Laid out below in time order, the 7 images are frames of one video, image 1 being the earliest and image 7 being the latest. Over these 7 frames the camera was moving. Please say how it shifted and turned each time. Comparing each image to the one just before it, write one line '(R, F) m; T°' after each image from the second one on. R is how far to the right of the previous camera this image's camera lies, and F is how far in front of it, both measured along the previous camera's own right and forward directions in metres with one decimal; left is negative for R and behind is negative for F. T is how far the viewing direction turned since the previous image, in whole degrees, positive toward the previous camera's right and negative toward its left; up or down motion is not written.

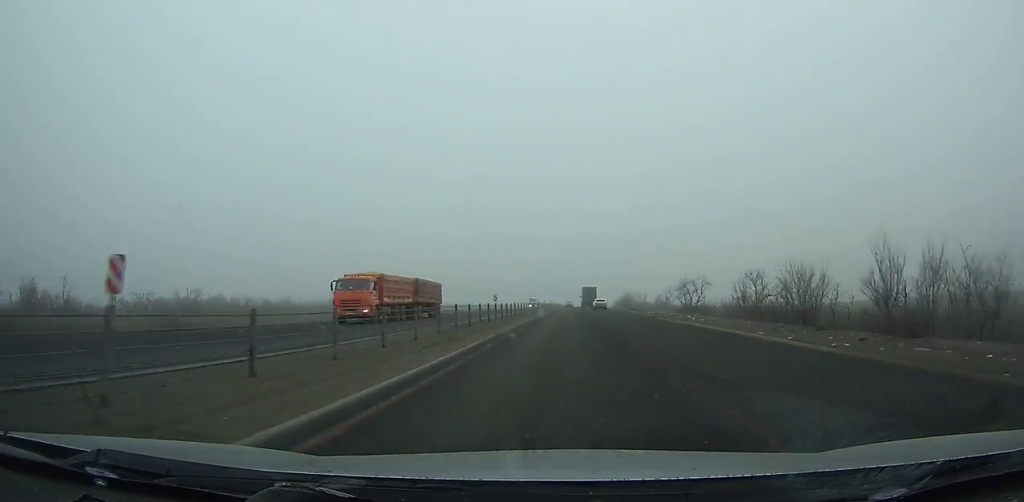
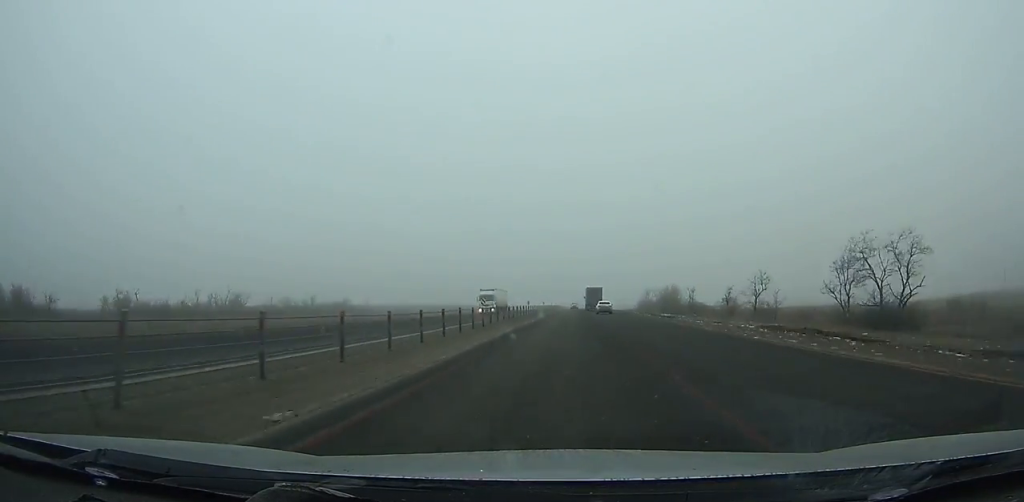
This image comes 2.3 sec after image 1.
(0.0, +66.7) m; 0°
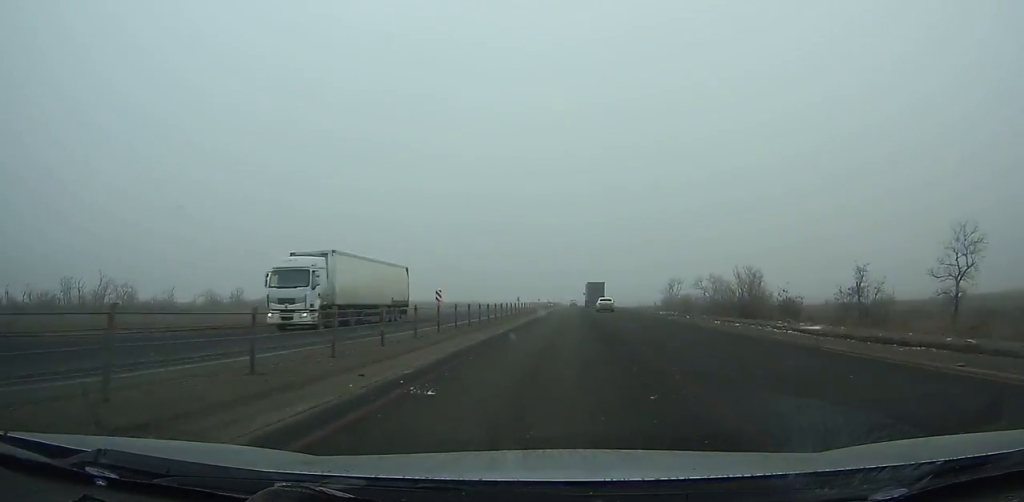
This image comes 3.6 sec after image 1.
(-0.1, +38.1) m; 0°
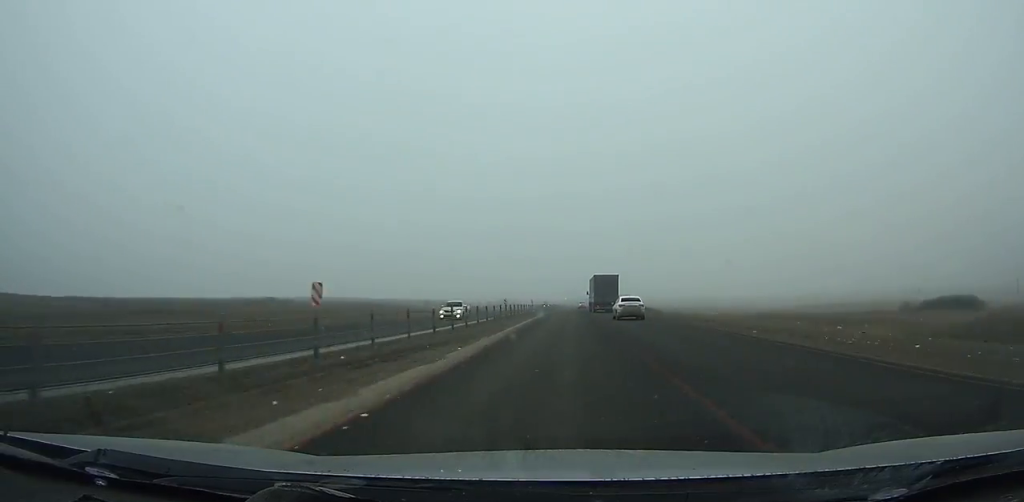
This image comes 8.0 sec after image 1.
(-0.3, +131.2) m; 0°
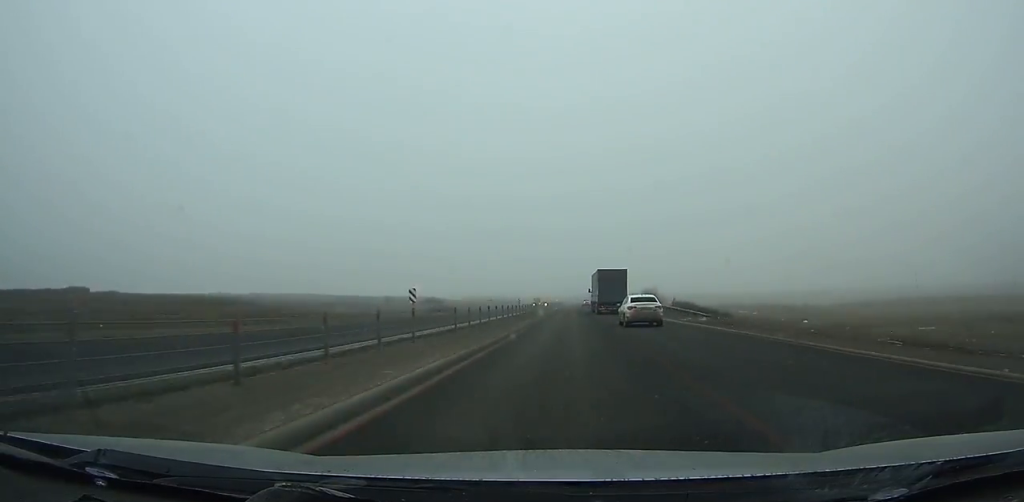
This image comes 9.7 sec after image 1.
(-0.2, +51.5) m; 0°
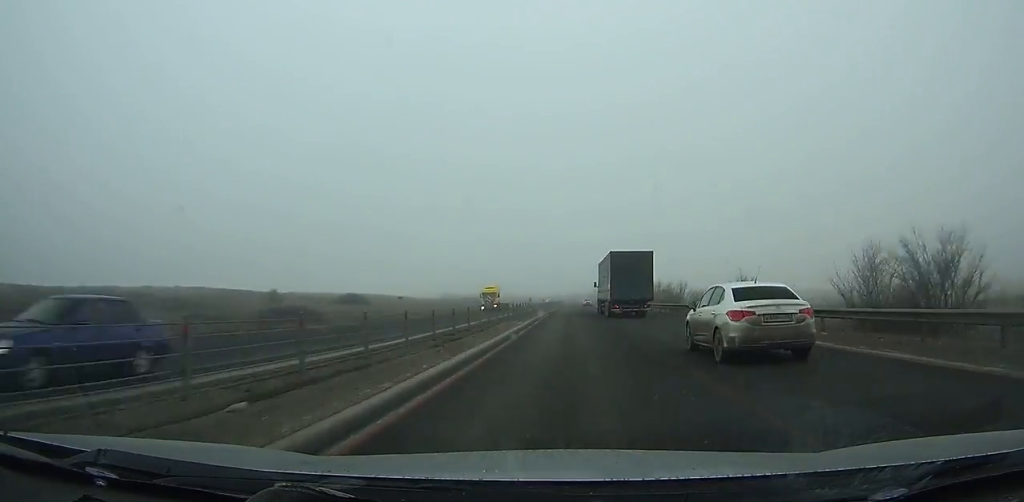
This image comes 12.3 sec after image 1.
(+0.1, +80.1) m; 0°
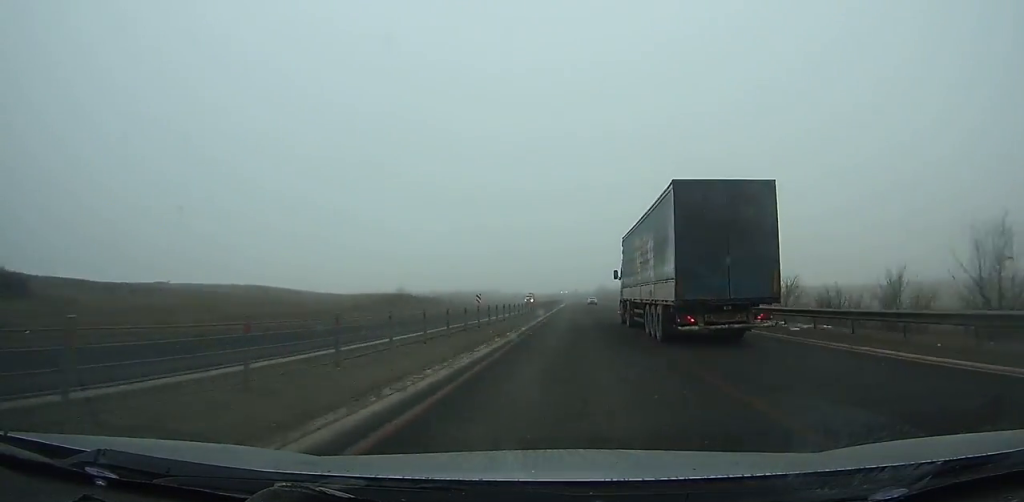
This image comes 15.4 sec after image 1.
(+0.1, +96.7) m; 0°
